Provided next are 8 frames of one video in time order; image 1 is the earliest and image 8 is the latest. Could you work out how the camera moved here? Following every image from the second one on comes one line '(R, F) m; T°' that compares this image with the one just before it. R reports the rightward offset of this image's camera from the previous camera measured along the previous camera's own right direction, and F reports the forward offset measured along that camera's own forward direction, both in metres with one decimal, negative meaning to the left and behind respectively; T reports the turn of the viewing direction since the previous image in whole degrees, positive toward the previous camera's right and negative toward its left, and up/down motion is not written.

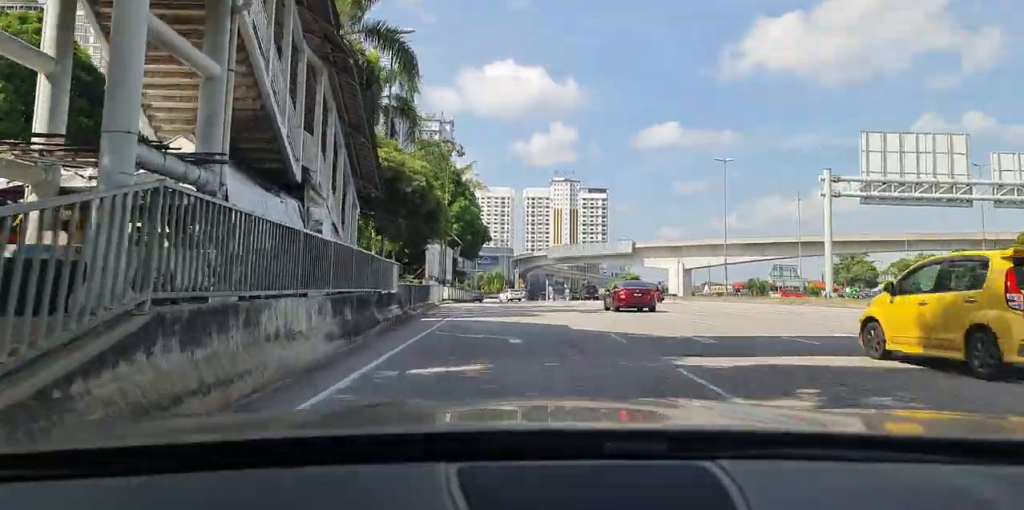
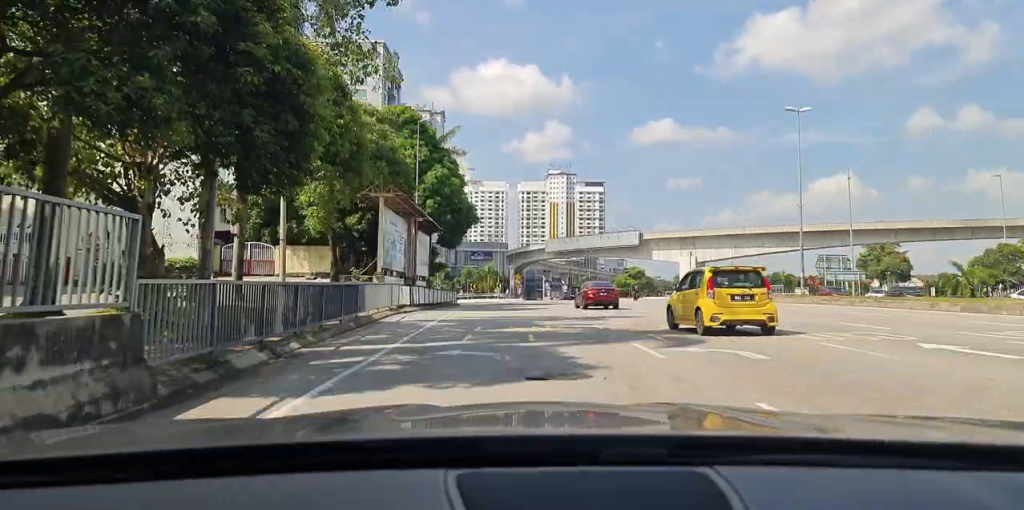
(0.0, +13.3) m; 0°
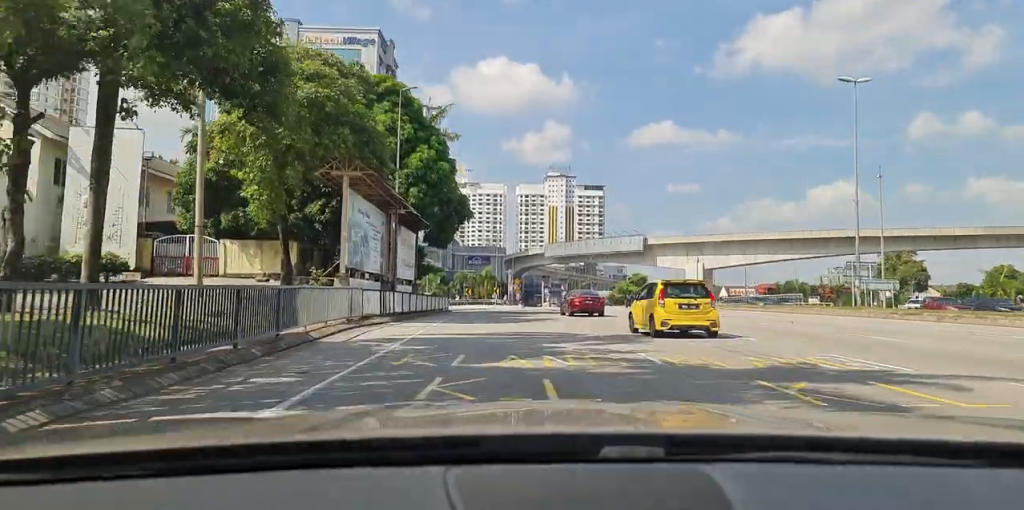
(0.0, +5.5) m; 0°
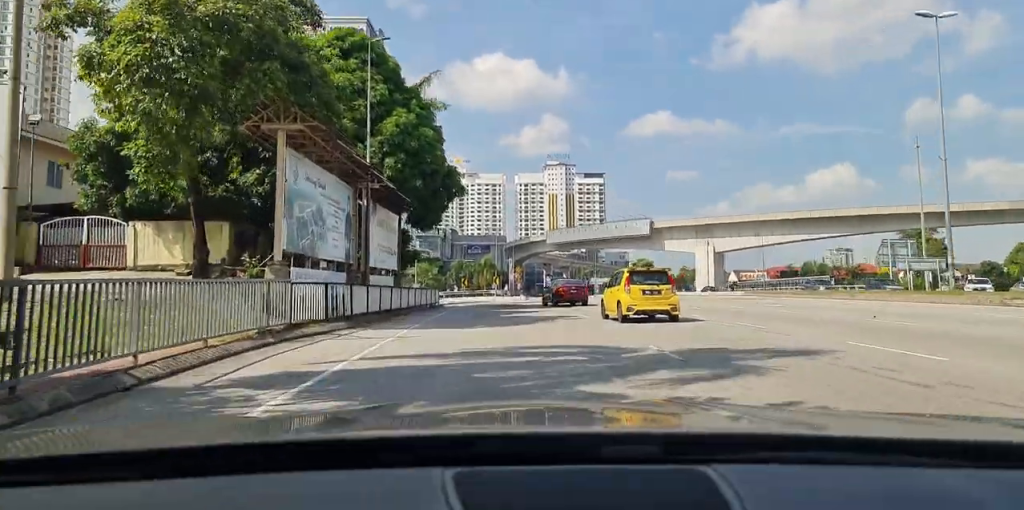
(0.0, +5.6) m; 0°
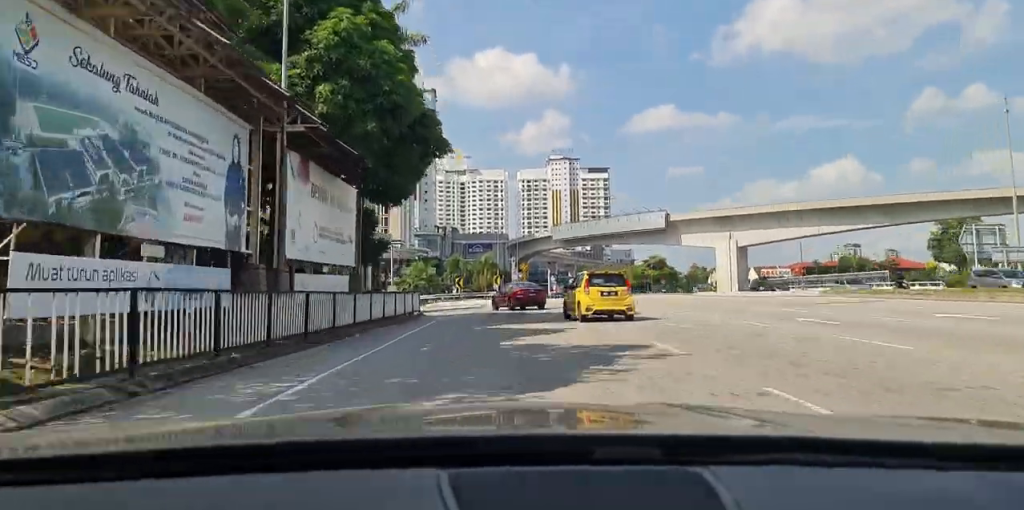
(0.0, +8.9) m; 0°
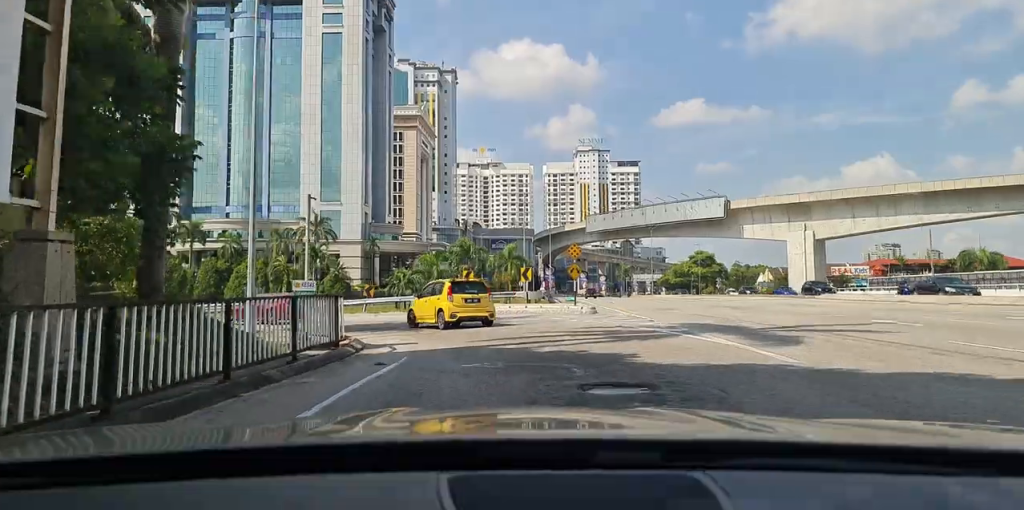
(0.0, +16.0) m; 0°
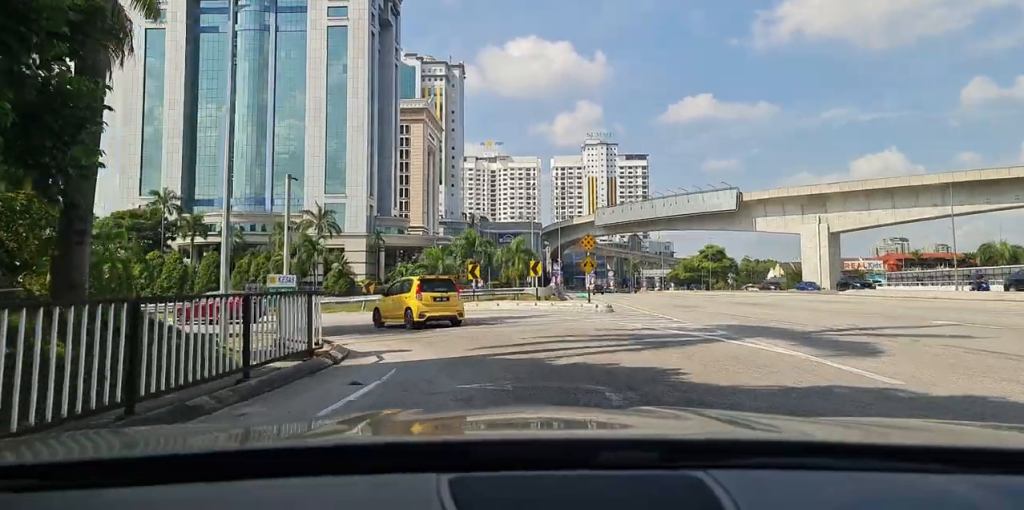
(0.0, +3.3) m; 0°
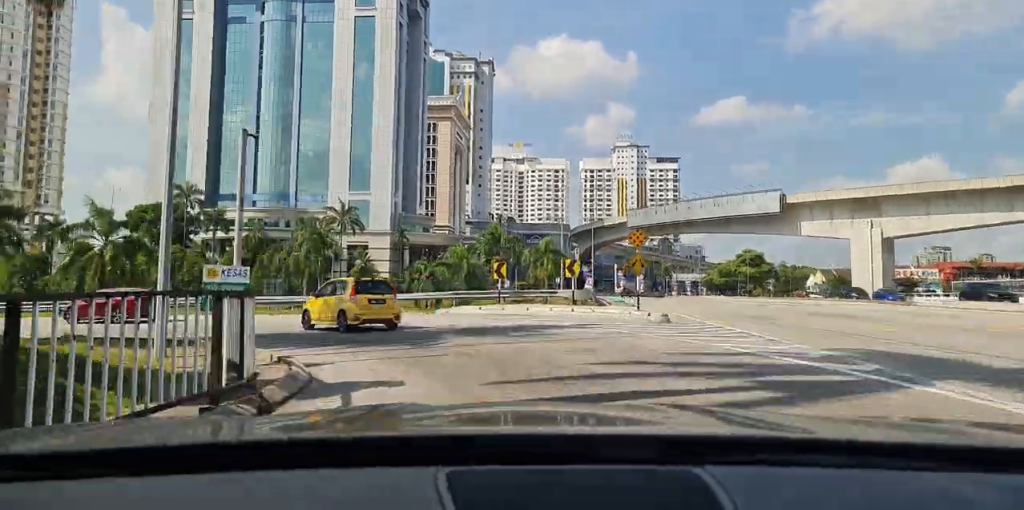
(0.0, +3.2) m; 0°
